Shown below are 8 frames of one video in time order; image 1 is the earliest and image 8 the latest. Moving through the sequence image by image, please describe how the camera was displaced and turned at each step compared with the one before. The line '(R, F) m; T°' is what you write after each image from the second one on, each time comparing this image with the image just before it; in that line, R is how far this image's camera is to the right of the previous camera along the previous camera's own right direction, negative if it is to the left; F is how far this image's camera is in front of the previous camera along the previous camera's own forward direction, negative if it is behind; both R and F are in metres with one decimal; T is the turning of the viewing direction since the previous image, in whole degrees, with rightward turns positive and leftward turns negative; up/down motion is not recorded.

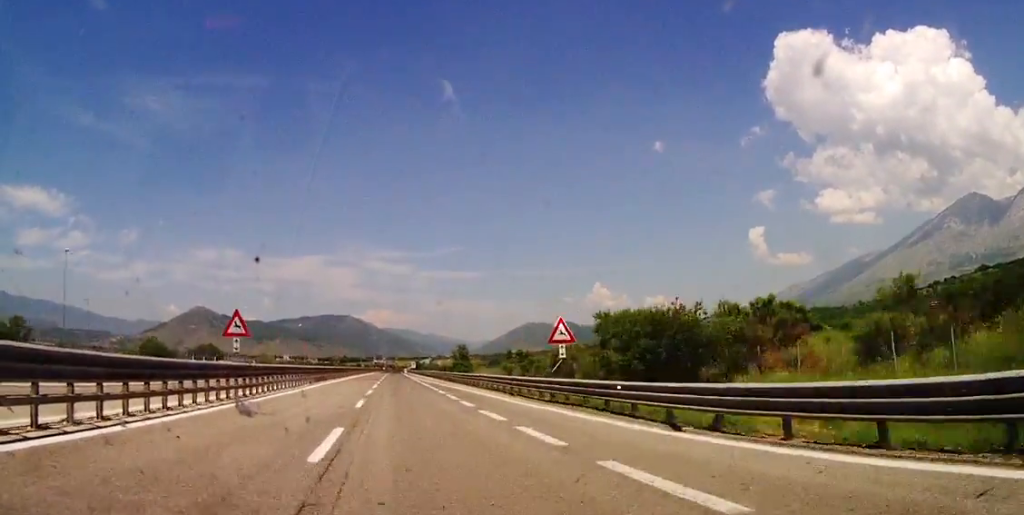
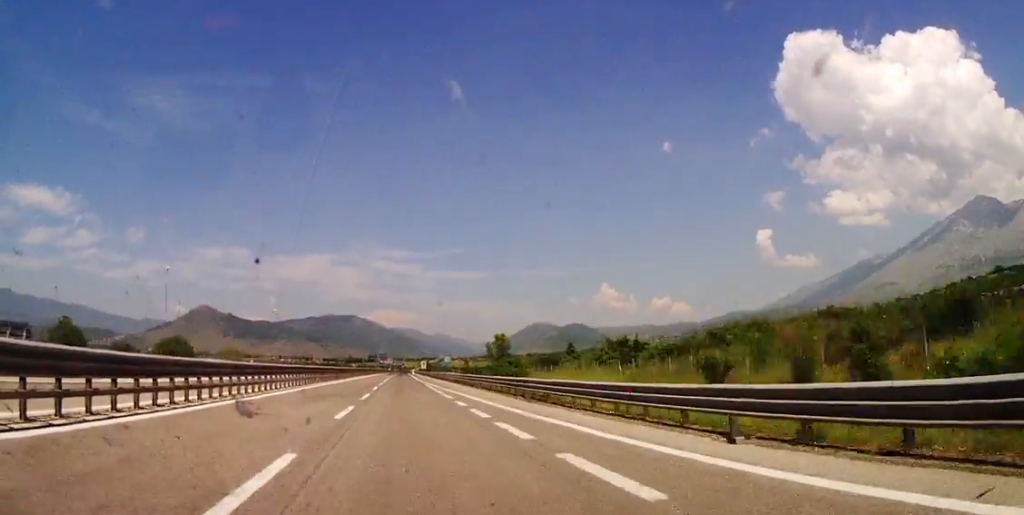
(+0.6, +40.5) m; +1°
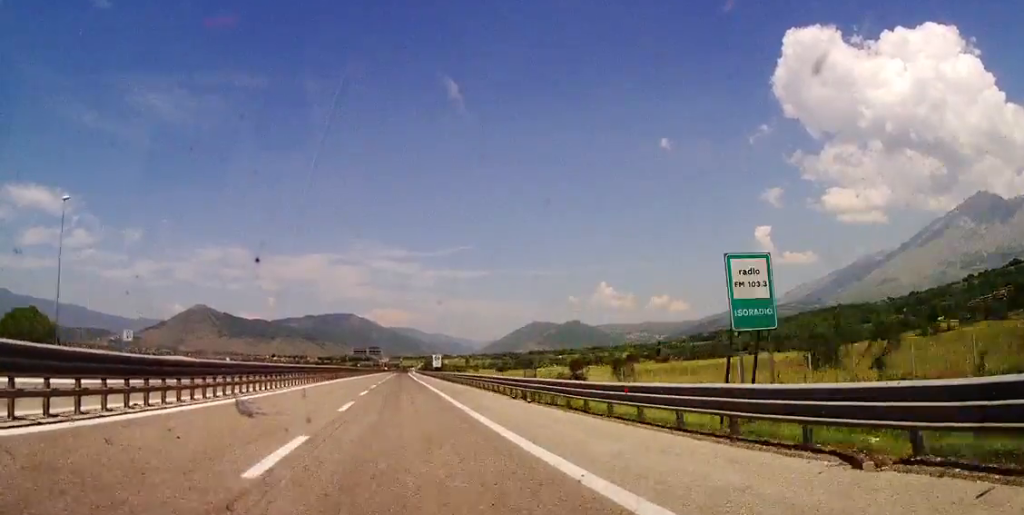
(-1.9, +80.8) m; -2°
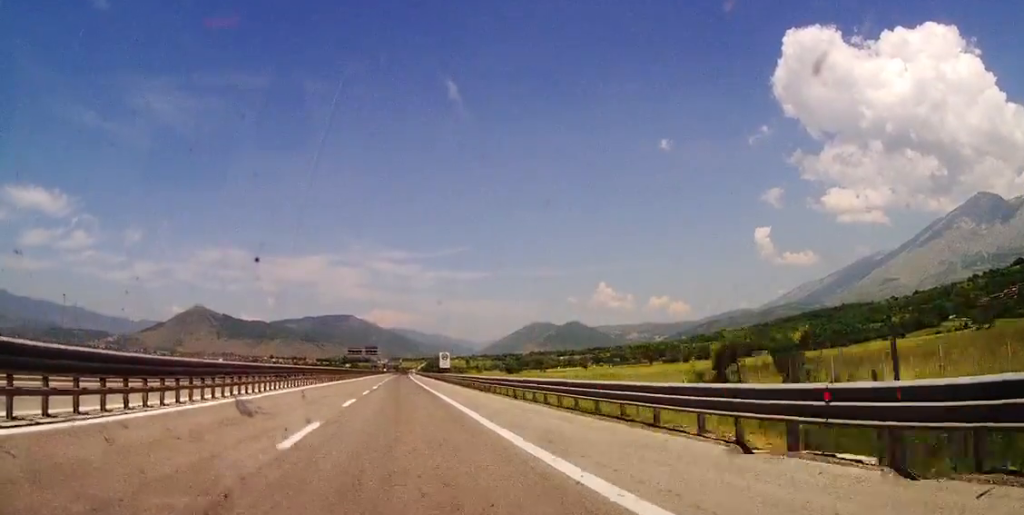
(+0.3, +21.3) m; +1°
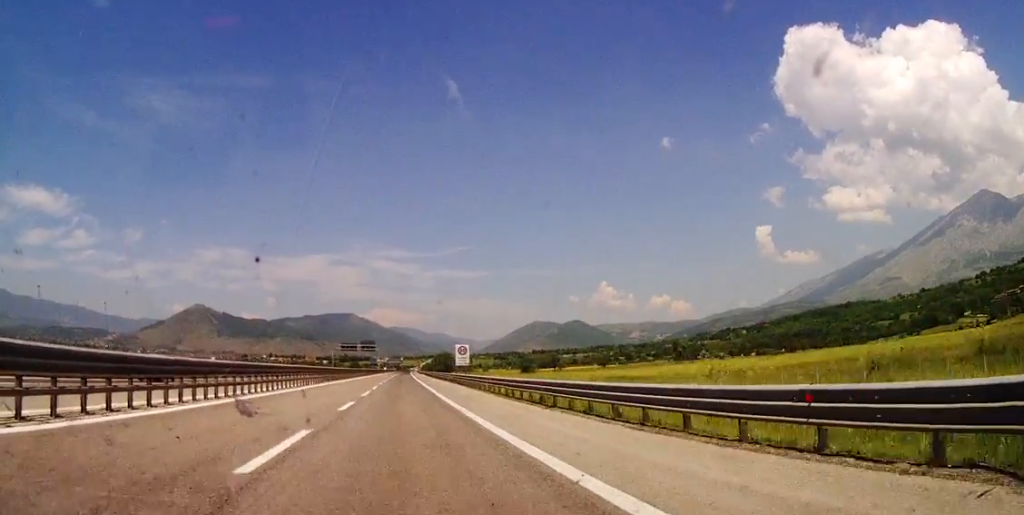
(+0.1, +26.3) m; 0°
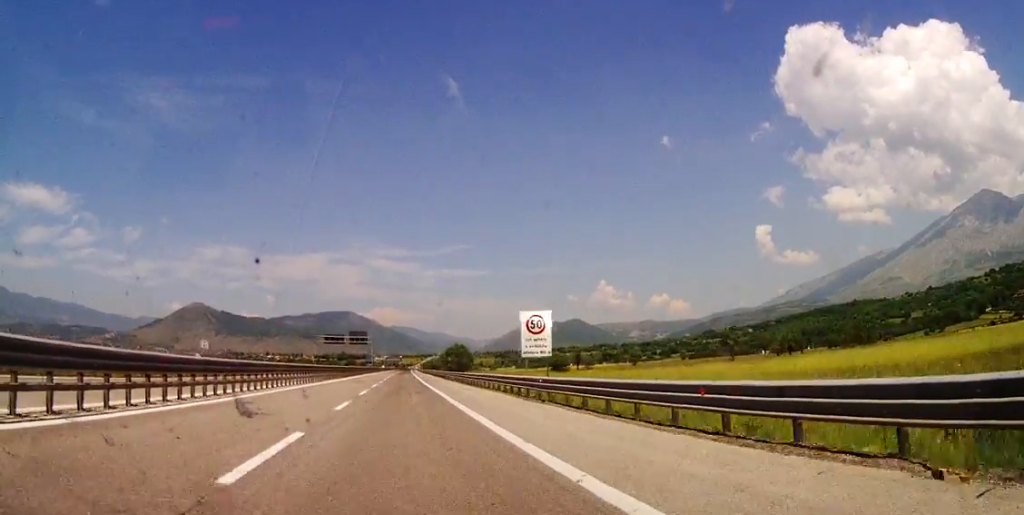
(-0.1, +37.6) m; -1°
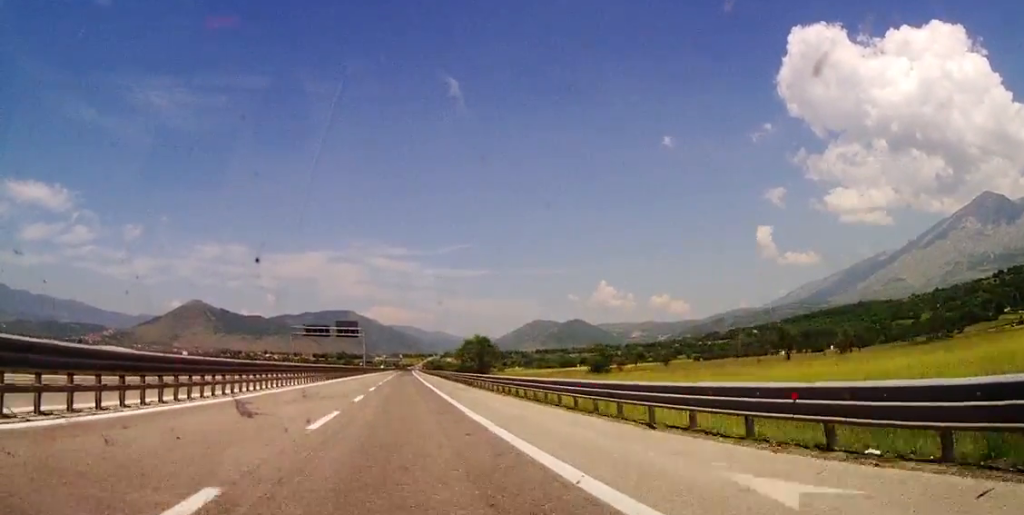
(-0.1, +30.0) m; 0°
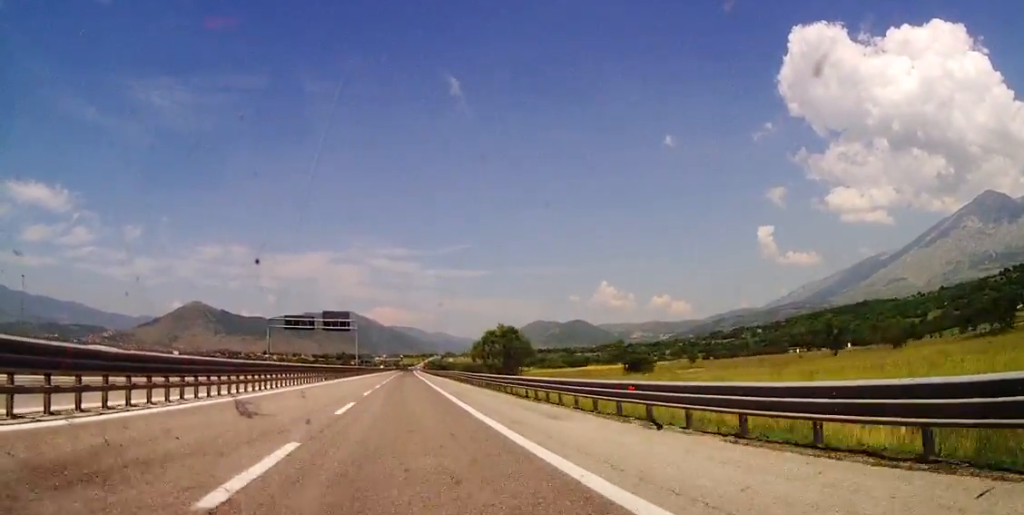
(-0.1, +20.0) m; 0°
